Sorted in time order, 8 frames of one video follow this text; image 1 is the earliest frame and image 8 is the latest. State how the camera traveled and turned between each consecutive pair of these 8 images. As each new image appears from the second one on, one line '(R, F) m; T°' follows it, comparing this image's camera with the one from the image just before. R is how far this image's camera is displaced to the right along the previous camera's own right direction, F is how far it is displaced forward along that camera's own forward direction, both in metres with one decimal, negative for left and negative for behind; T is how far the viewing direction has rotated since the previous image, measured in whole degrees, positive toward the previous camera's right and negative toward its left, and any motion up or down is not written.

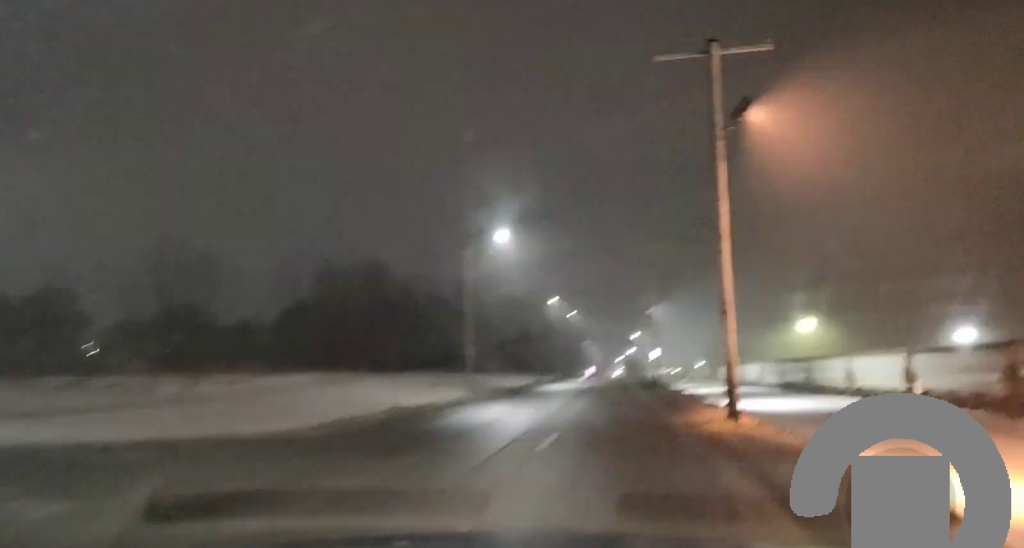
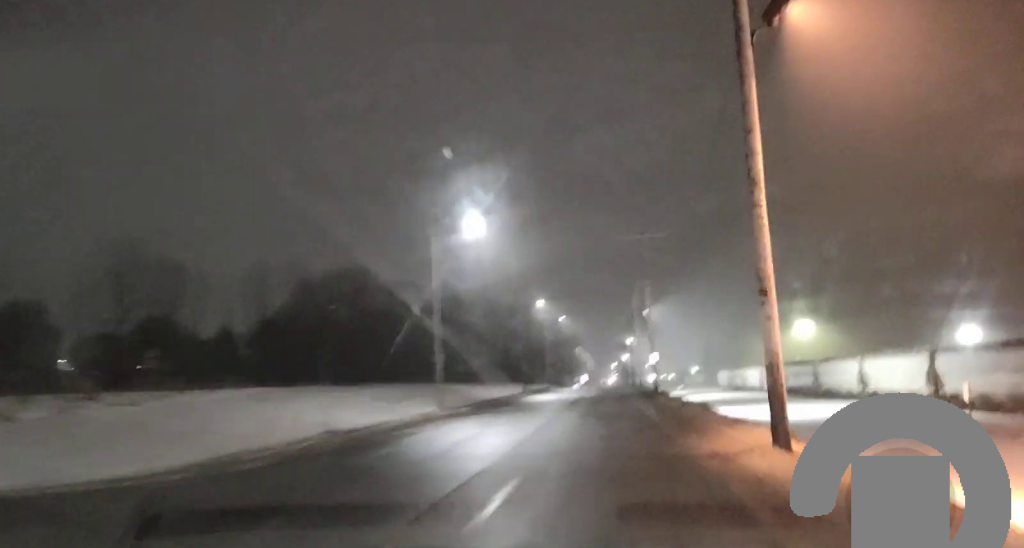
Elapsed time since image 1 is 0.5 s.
(0.0, +7.2) m; 0°
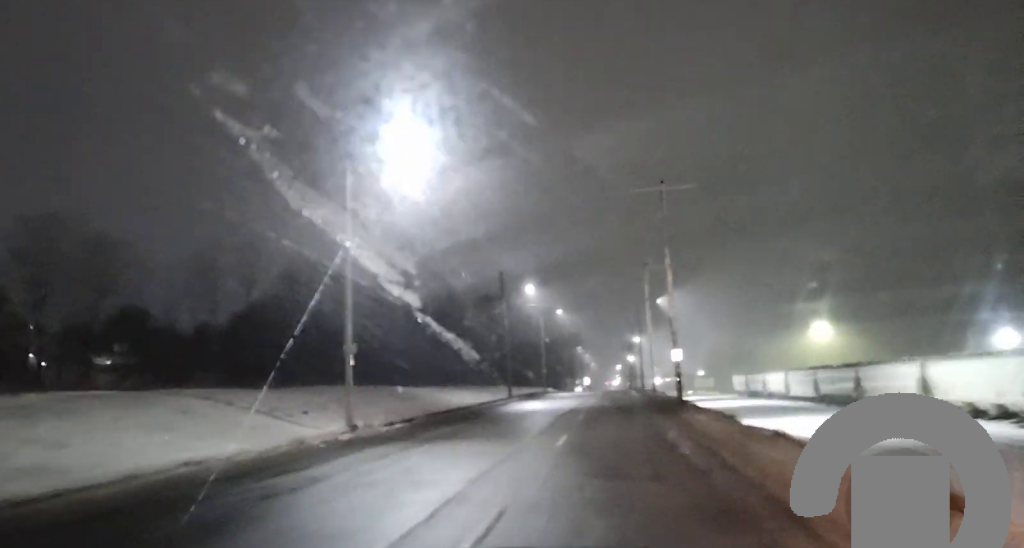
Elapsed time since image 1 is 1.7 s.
(+0.1, +15.5) m; 0°
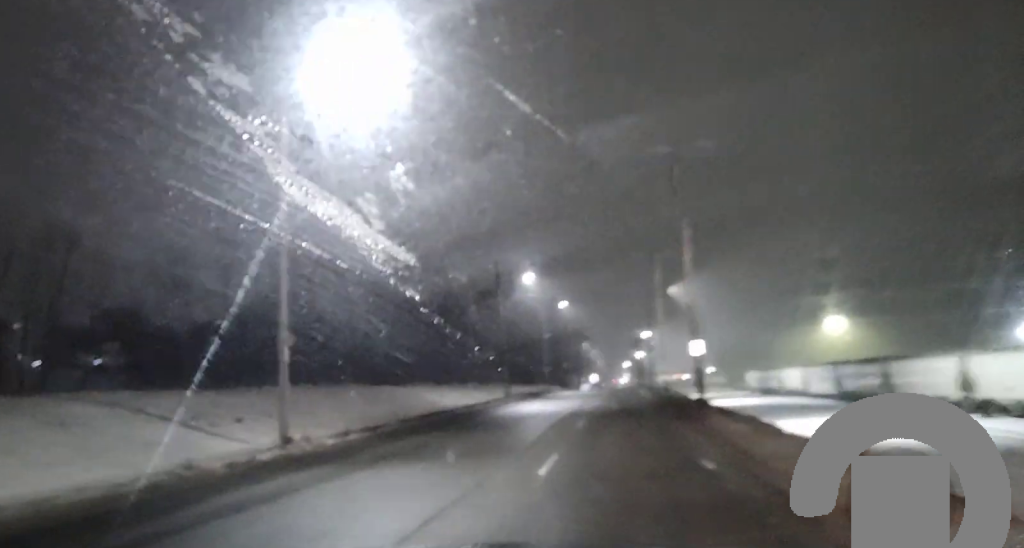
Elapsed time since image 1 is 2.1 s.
(+0.2, +5.5) m; 0°
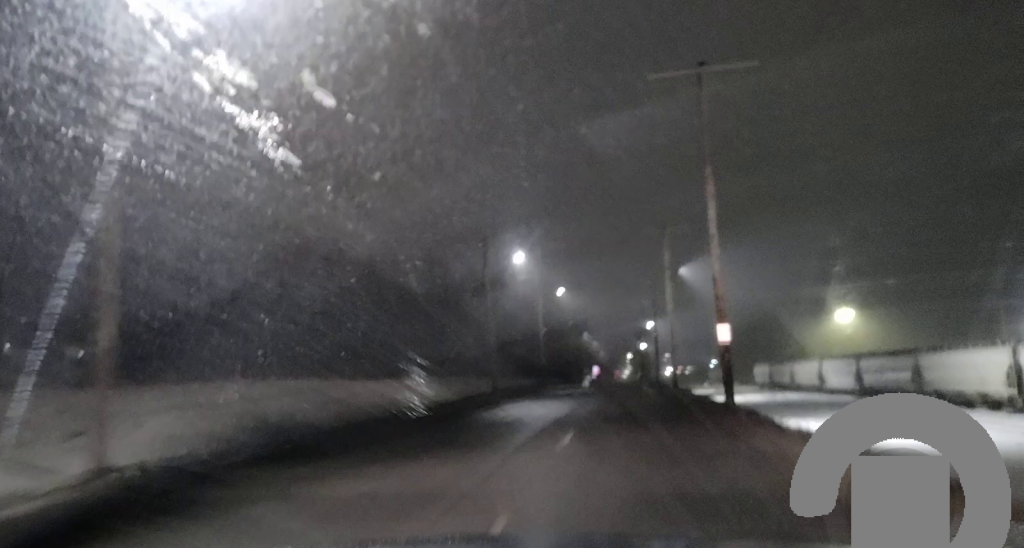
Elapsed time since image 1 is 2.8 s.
(-0.3, +8.3) m; -1°
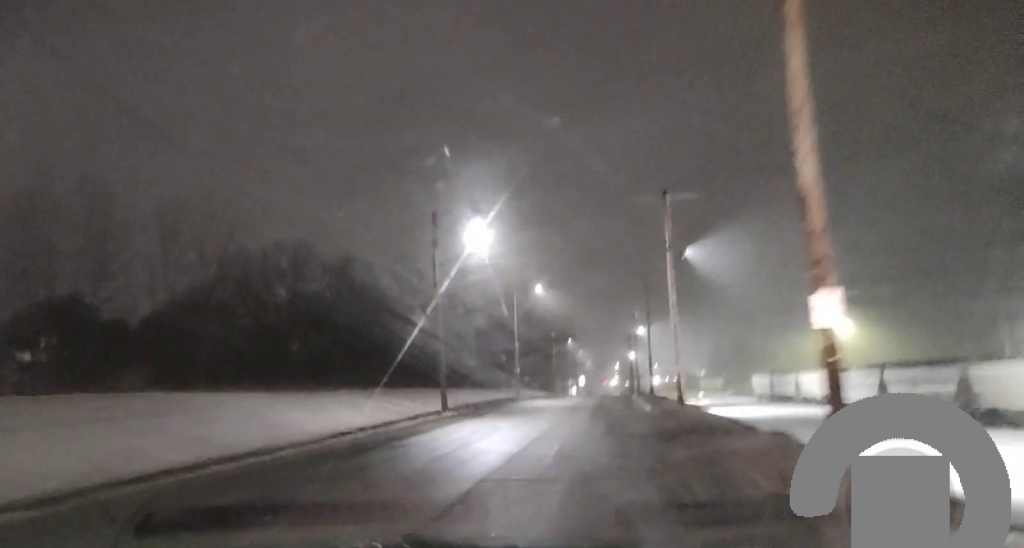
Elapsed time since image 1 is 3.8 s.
(-0.1, +13.3) m; +1°
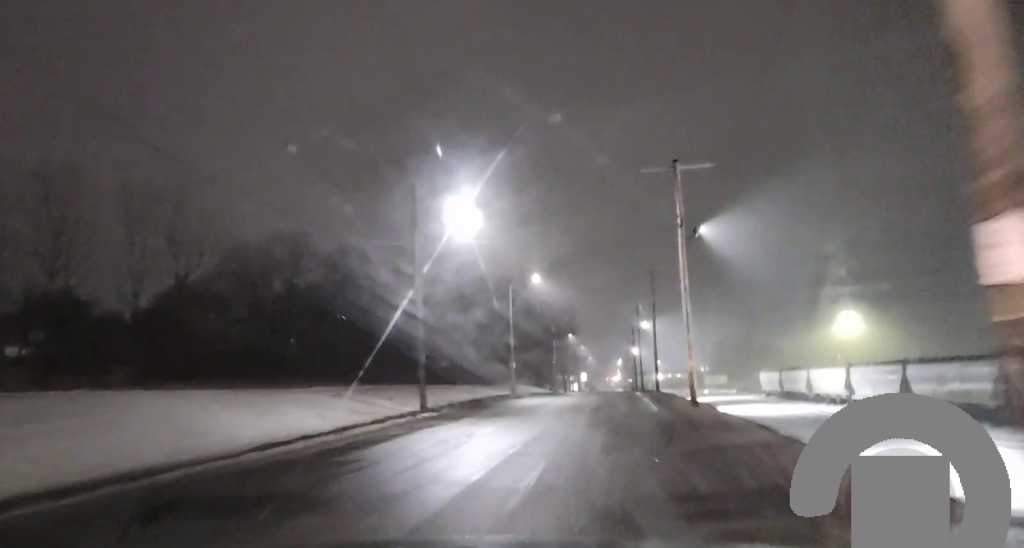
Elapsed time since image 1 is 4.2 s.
(0.0, +5.6) m; +1°
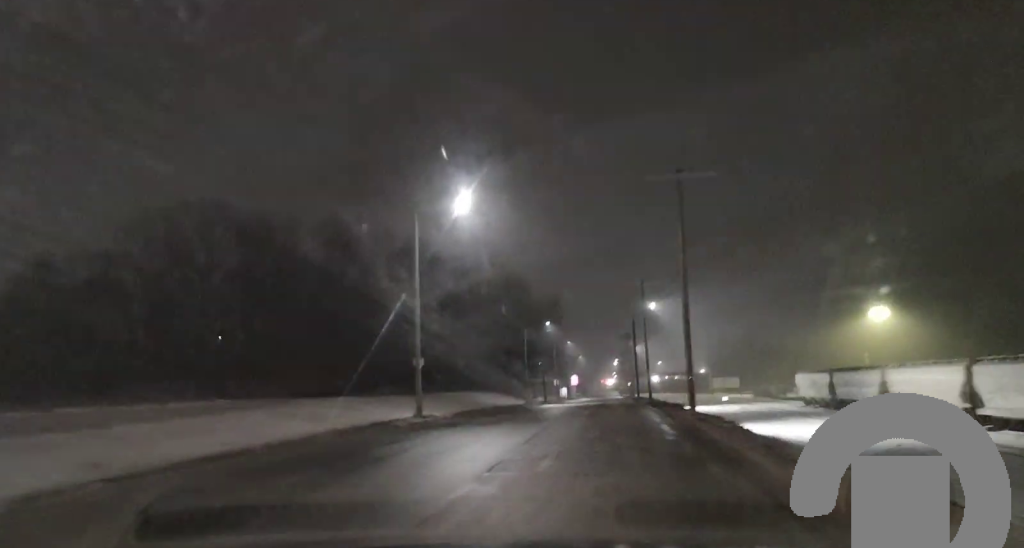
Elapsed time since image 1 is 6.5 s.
(-0.2, +32.2) m; 0°
